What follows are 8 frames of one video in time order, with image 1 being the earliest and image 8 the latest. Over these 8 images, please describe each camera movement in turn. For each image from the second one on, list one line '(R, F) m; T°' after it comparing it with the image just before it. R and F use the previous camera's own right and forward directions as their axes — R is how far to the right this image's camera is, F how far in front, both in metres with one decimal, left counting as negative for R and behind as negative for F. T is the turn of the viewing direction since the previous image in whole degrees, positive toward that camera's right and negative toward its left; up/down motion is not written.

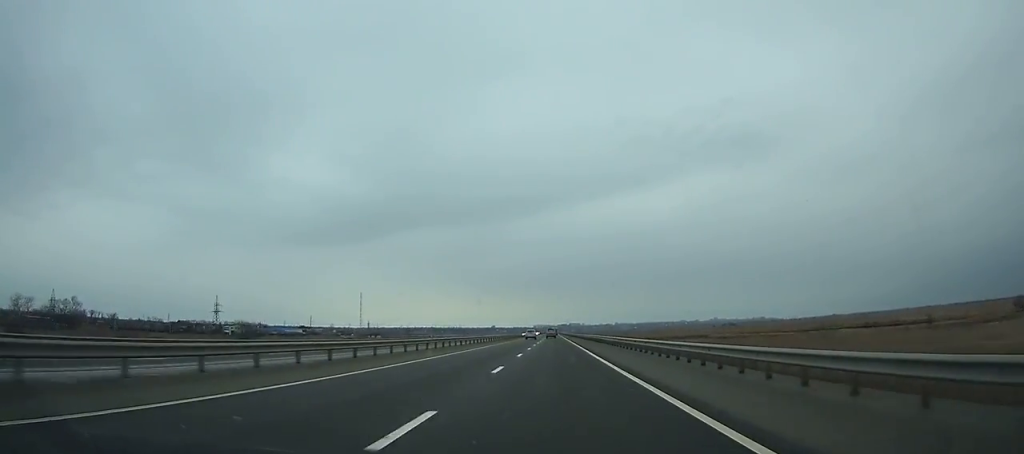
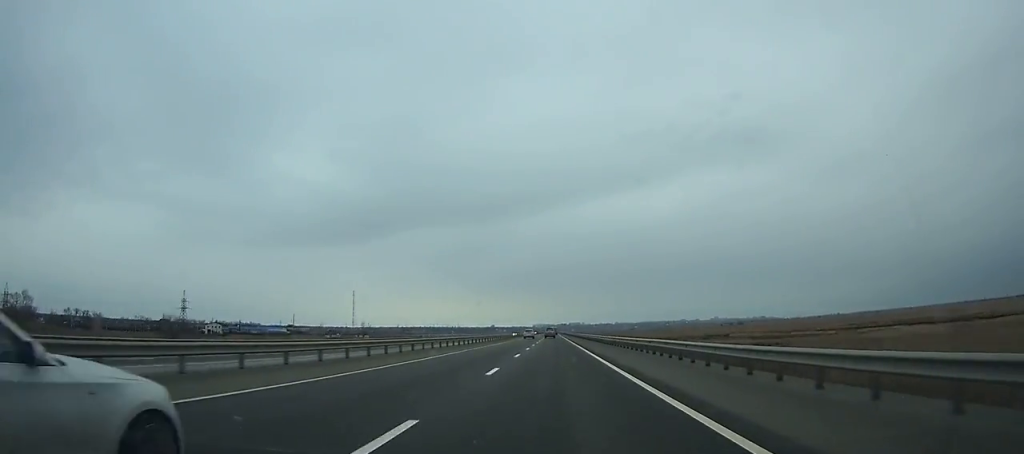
(-0.1, +36.1) m; 0°
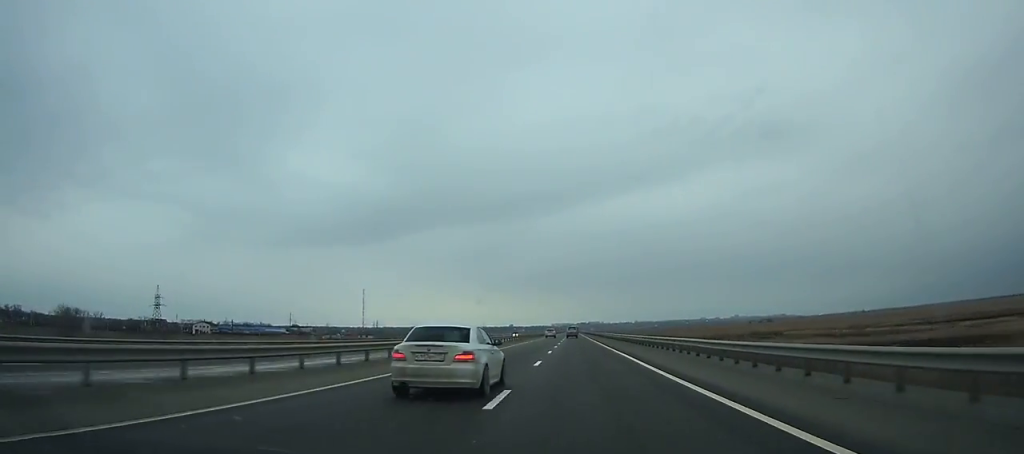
(-0.6, +44.6) m; 0°
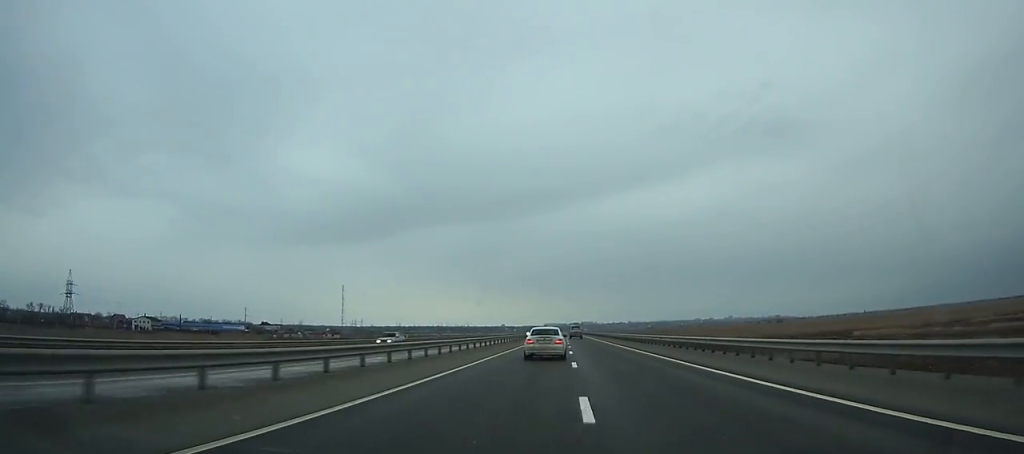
(+0.5, +62.1) m; +1°
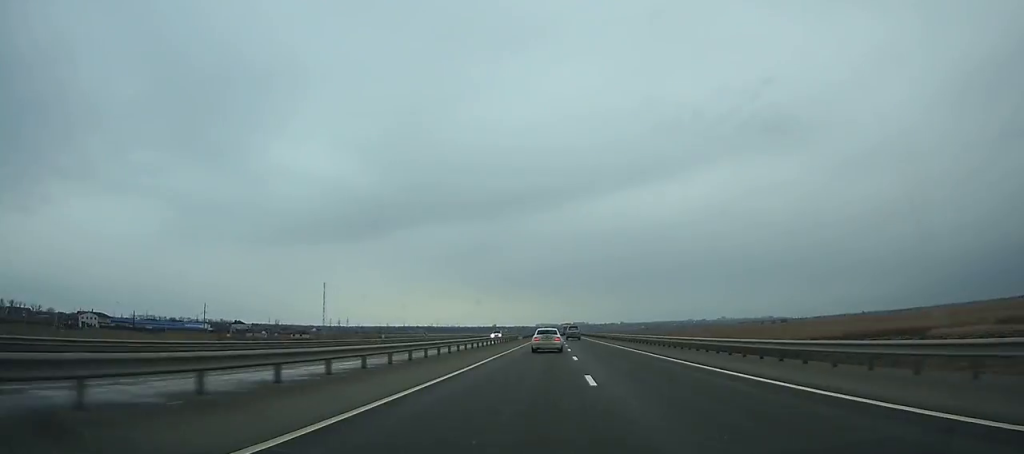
(+0.3, +42.7) m; 0°
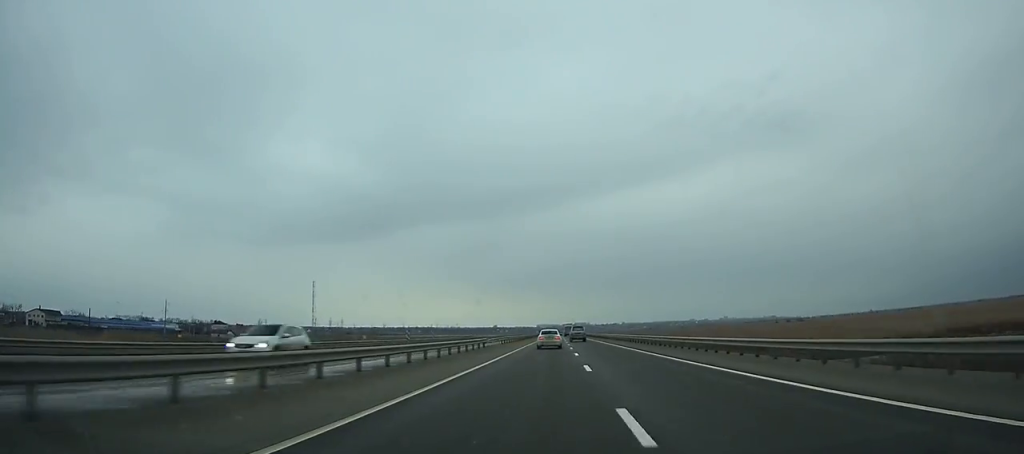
(0.0, +43.4) m; 0°
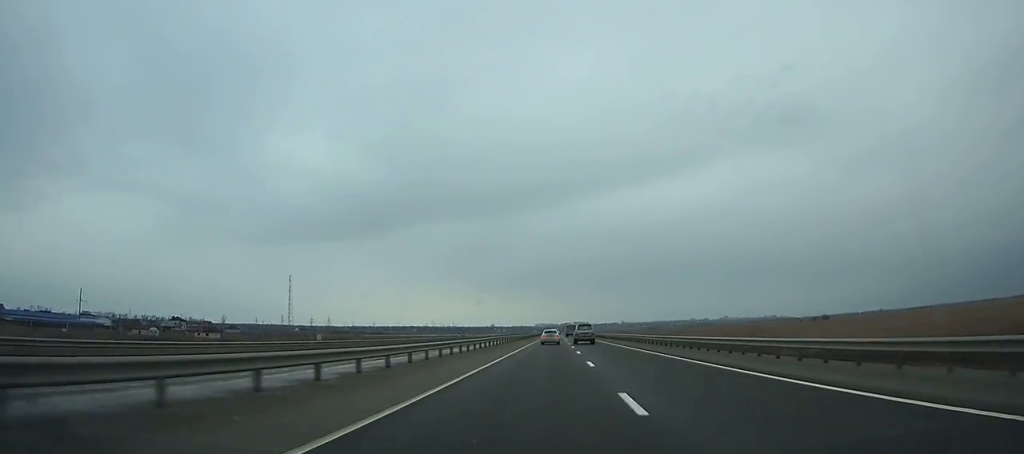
(0.0, +70.1) m; 0°
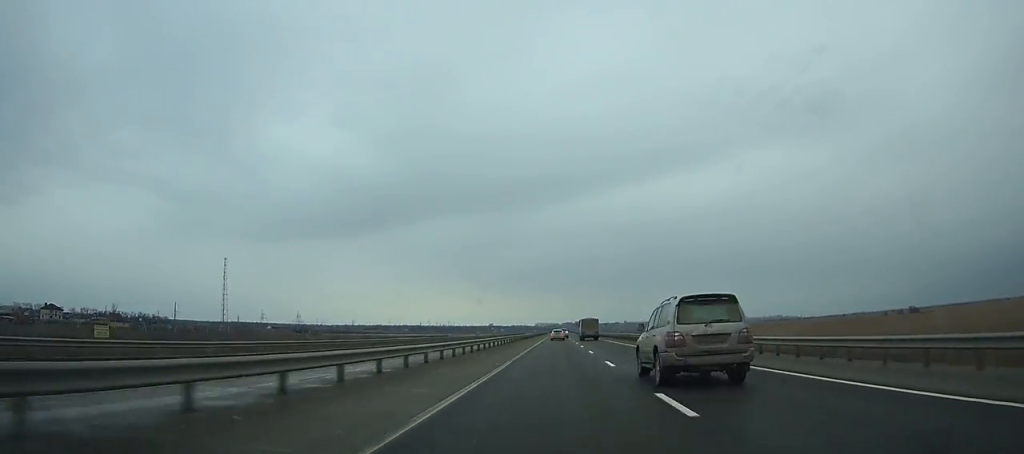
(-0.3, +155.0) m; 0°
